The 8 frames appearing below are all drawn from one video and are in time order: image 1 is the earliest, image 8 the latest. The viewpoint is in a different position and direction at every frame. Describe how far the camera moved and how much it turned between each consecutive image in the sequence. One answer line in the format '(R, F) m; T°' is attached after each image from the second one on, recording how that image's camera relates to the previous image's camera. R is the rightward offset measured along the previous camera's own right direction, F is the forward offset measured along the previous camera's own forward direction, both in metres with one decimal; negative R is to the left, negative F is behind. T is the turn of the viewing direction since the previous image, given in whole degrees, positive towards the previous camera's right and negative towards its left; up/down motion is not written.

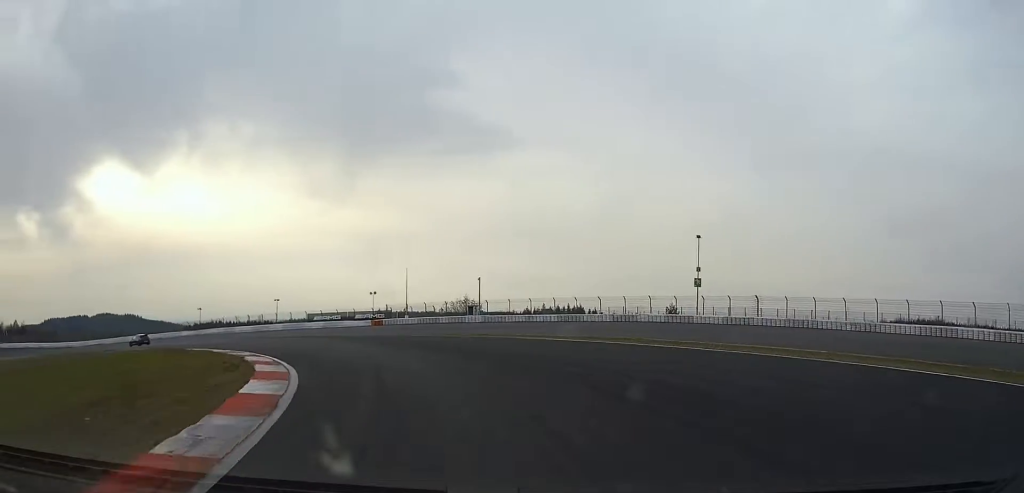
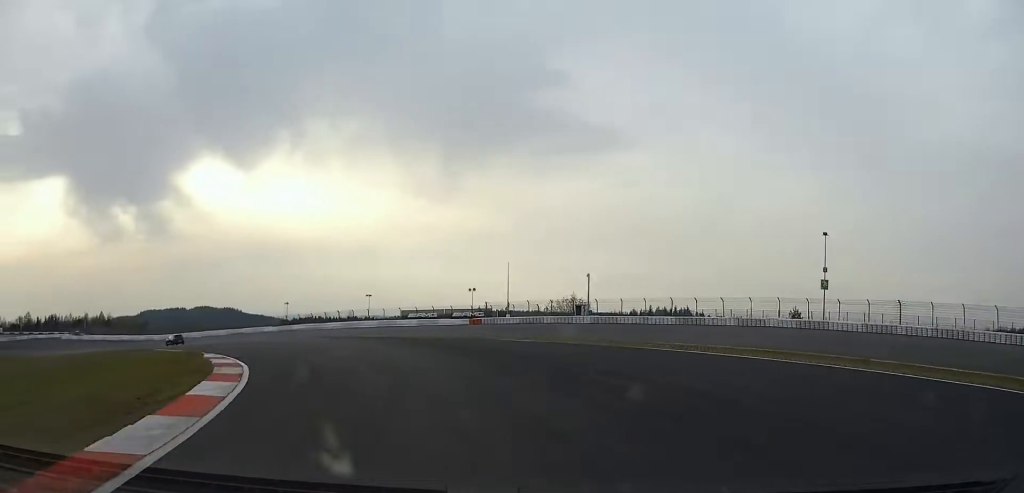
(-1.4, +10.3) m; -8°
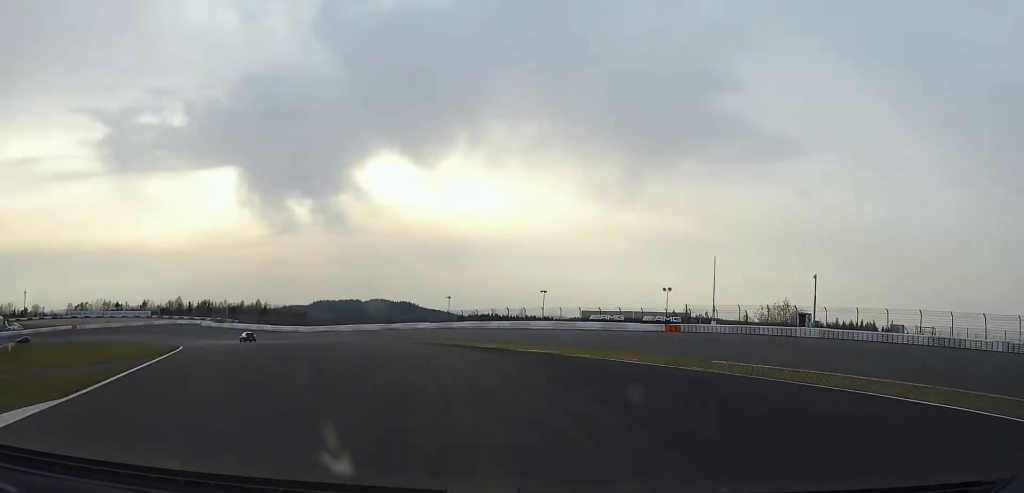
(-2.7, +20.9) m; -15°
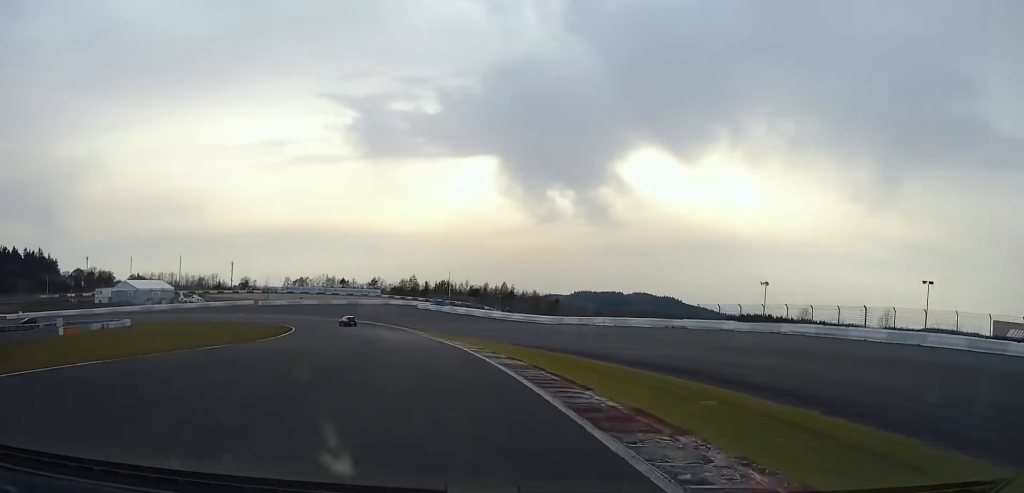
(-11.0, +47.9) m; -22°
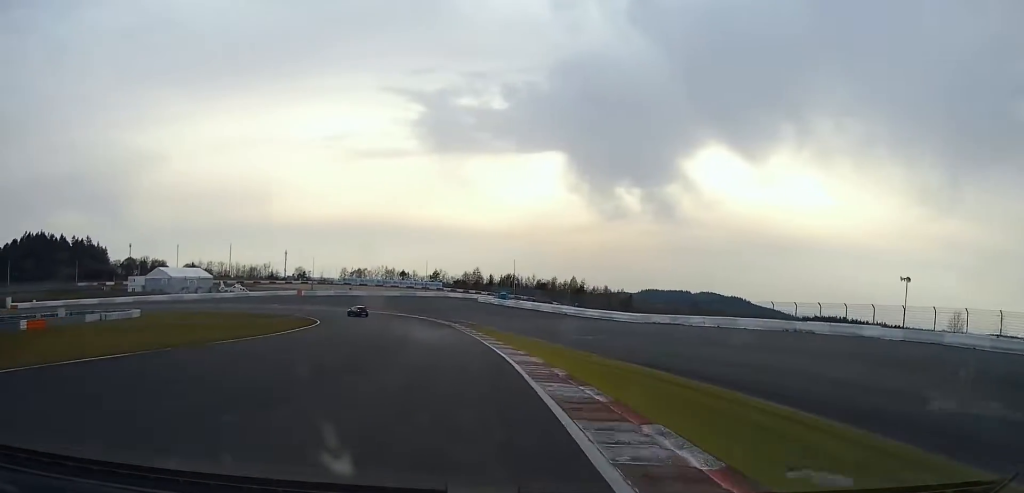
(-1.1, +18.7) m; -4°
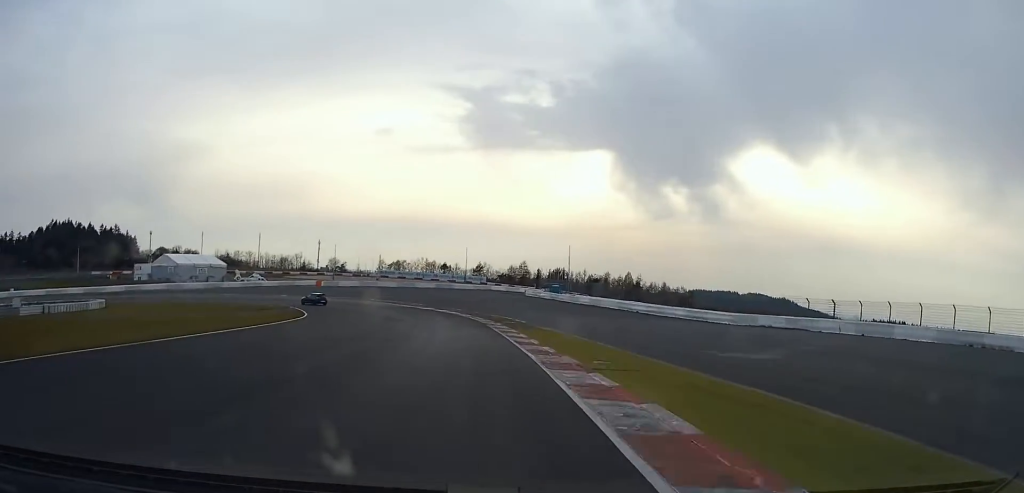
(-0.7, +22.2) m; -4°
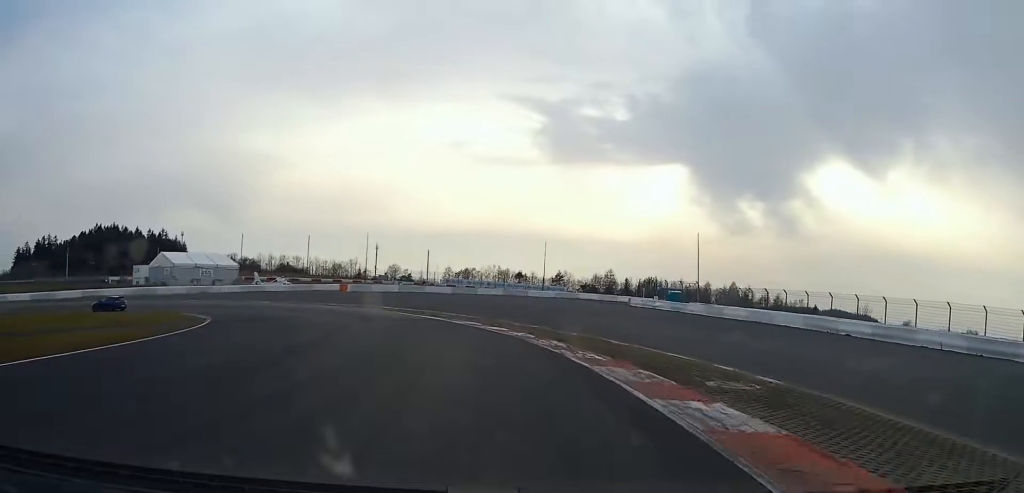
(-2.8, +38.0) m; -10°
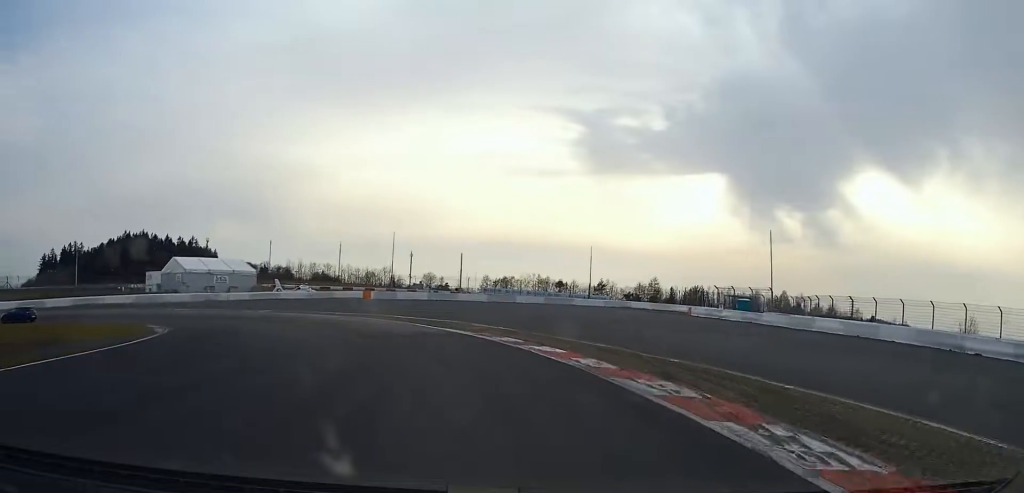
(0.0, +12.2) m; -5°
